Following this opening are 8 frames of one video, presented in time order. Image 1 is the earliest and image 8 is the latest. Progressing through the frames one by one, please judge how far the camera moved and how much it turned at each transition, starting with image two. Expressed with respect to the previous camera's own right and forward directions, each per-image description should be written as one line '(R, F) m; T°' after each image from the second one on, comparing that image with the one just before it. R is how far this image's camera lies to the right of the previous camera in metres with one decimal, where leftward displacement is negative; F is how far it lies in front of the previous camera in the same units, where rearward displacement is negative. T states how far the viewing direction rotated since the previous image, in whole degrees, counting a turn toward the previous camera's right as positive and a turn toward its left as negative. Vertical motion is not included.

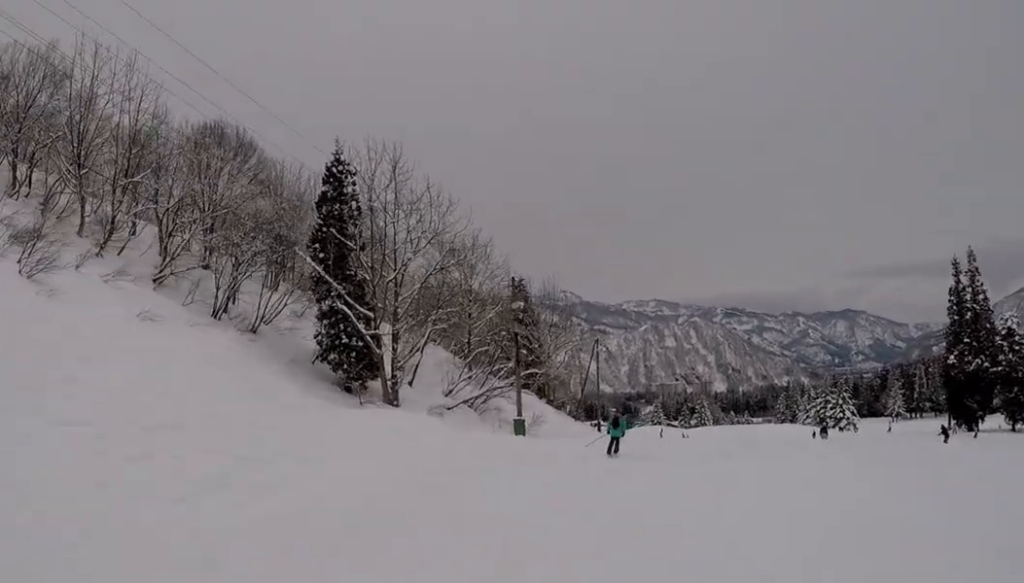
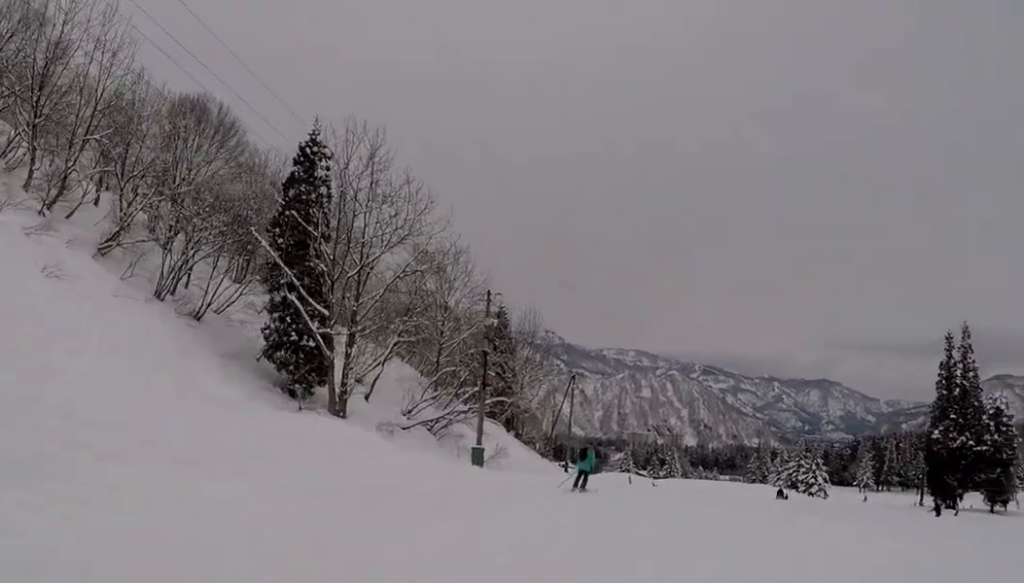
(-0.1, +5.3) m; +3°
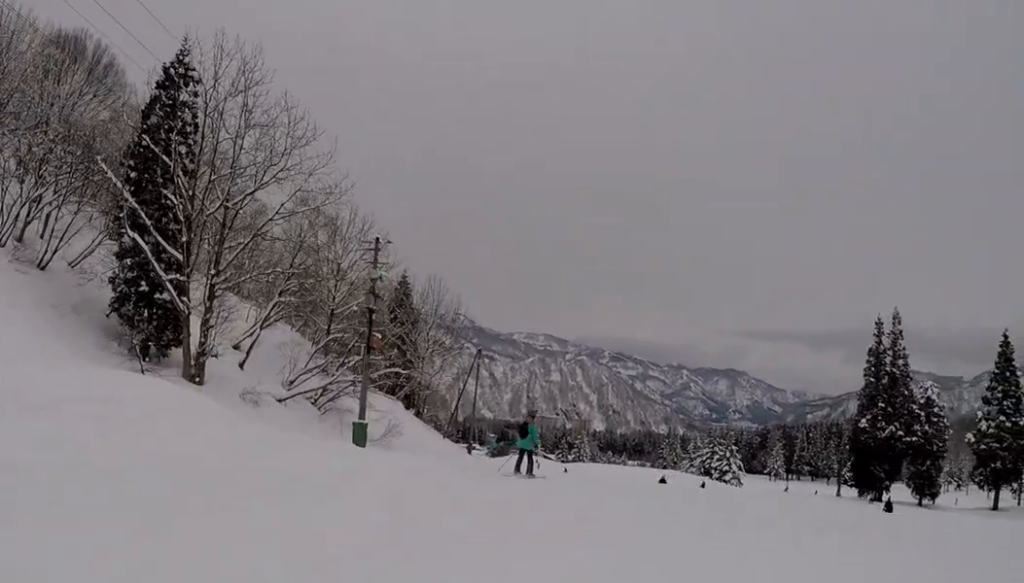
(+0.5, +6.5) m; 0°
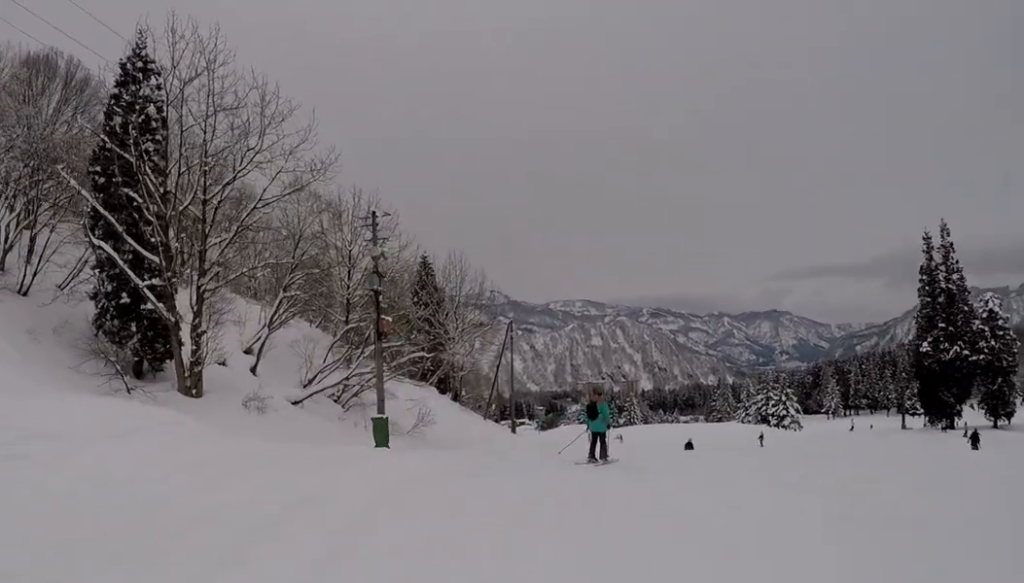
(-0.2, +3.9) m; 0°
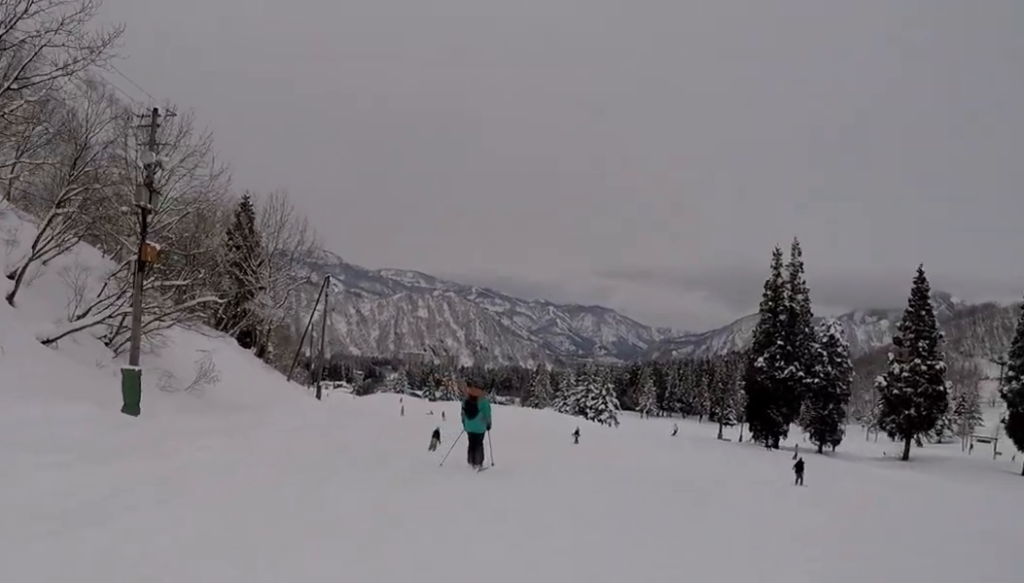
(+0.1, +7.5) m; +3°
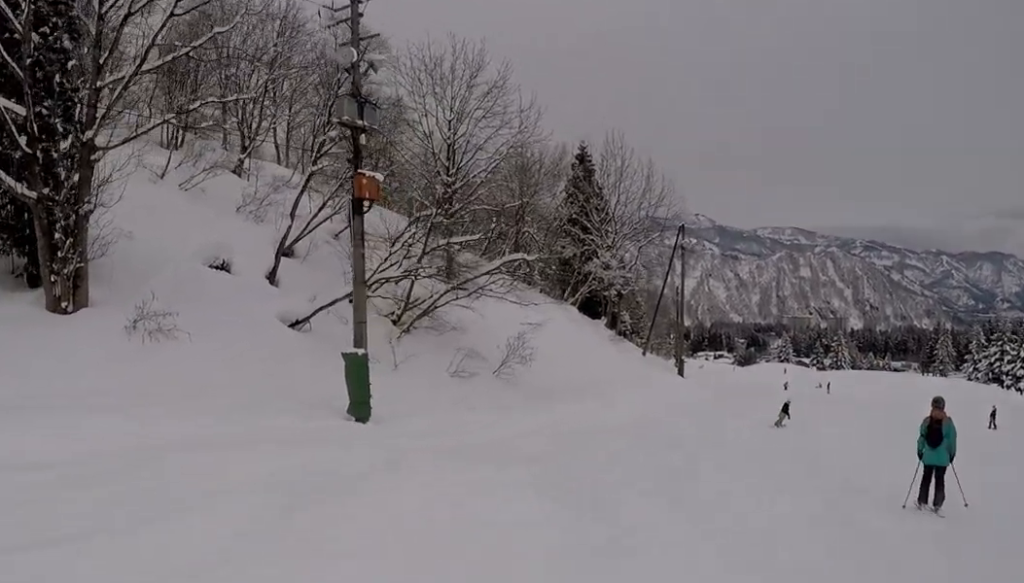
(-0.9, +10.5) m; -11°
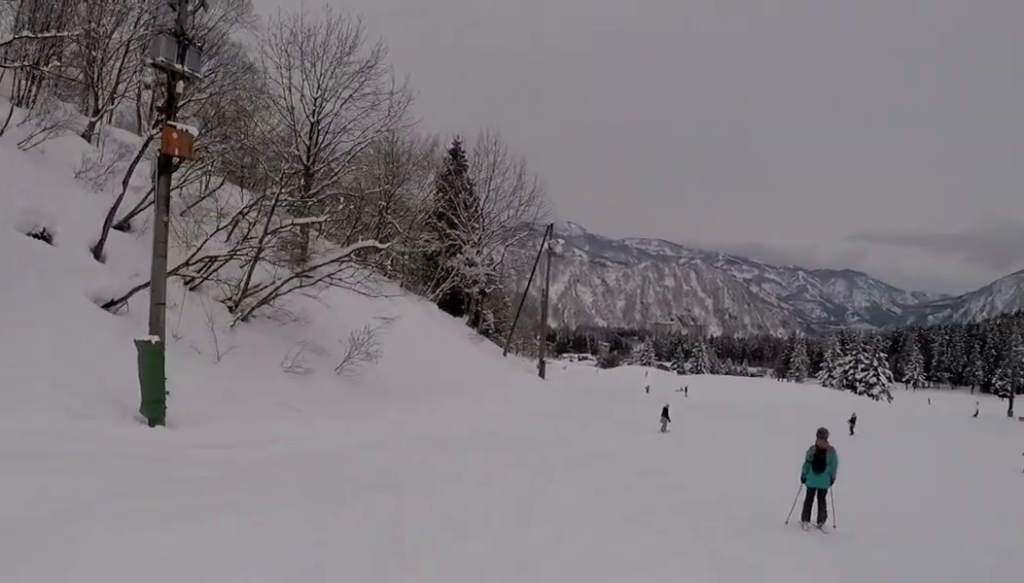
(-0.6, +3.4) m; 0°
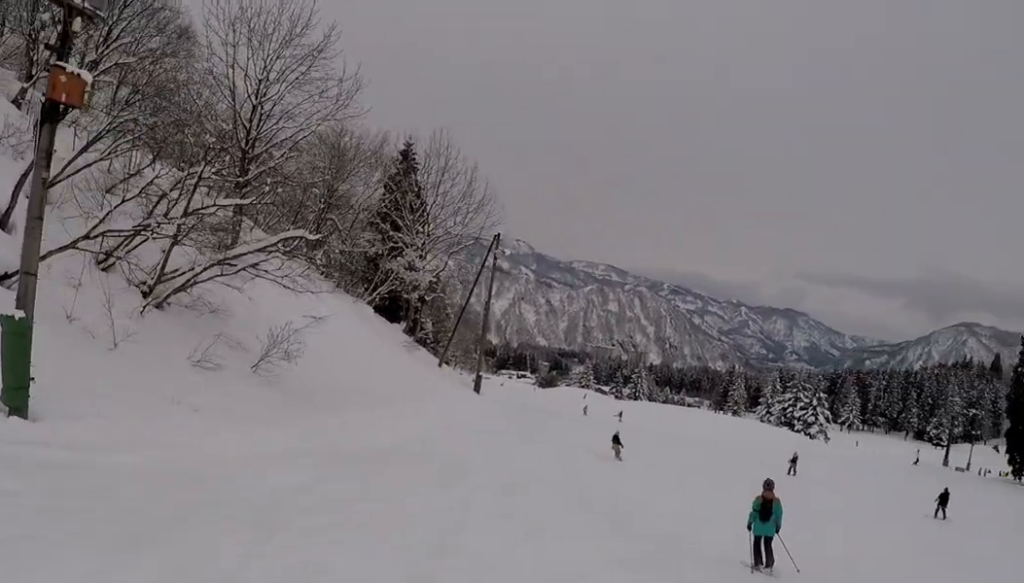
(+0.6, +2.8) m; +4°
